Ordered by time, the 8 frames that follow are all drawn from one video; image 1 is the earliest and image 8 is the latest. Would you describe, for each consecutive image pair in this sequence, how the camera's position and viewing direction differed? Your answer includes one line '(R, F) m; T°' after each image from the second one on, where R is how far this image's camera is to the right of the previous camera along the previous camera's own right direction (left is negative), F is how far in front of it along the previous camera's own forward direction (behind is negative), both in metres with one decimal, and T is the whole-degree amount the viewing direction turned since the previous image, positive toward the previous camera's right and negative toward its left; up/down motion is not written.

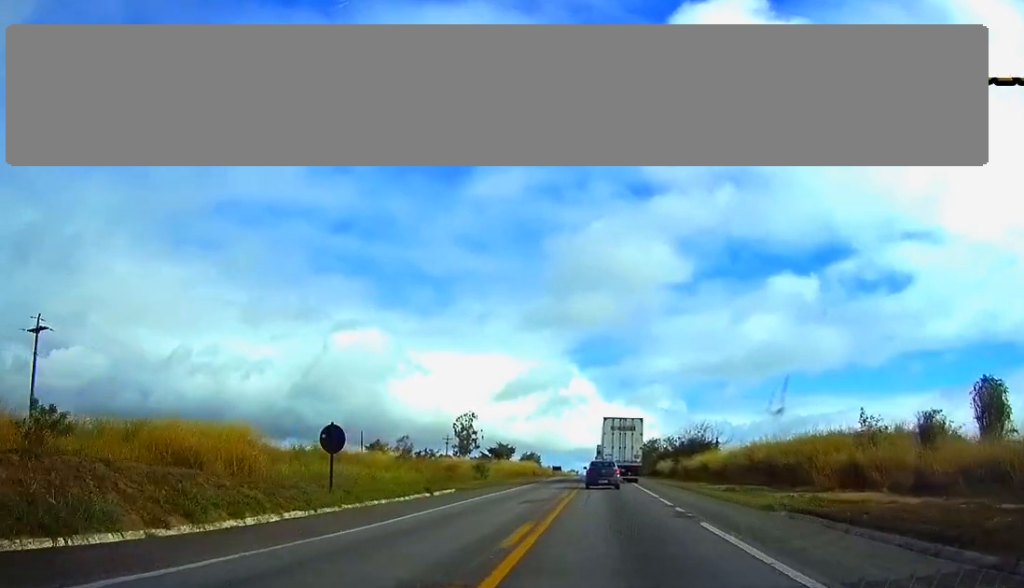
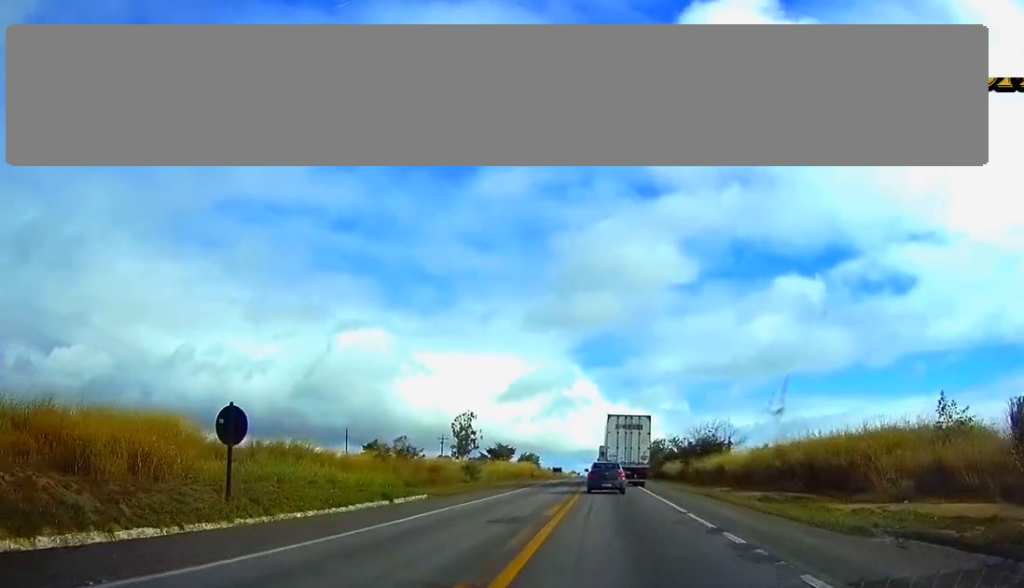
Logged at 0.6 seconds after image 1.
(0.0, +8.3) m; 0°
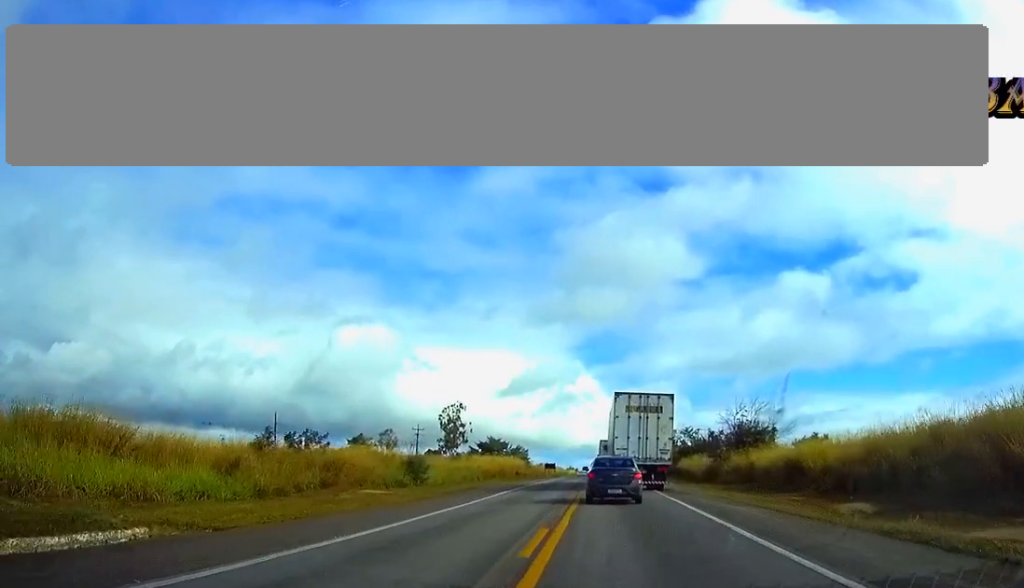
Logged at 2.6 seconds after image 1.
(0.0, +25.2) m; 0°
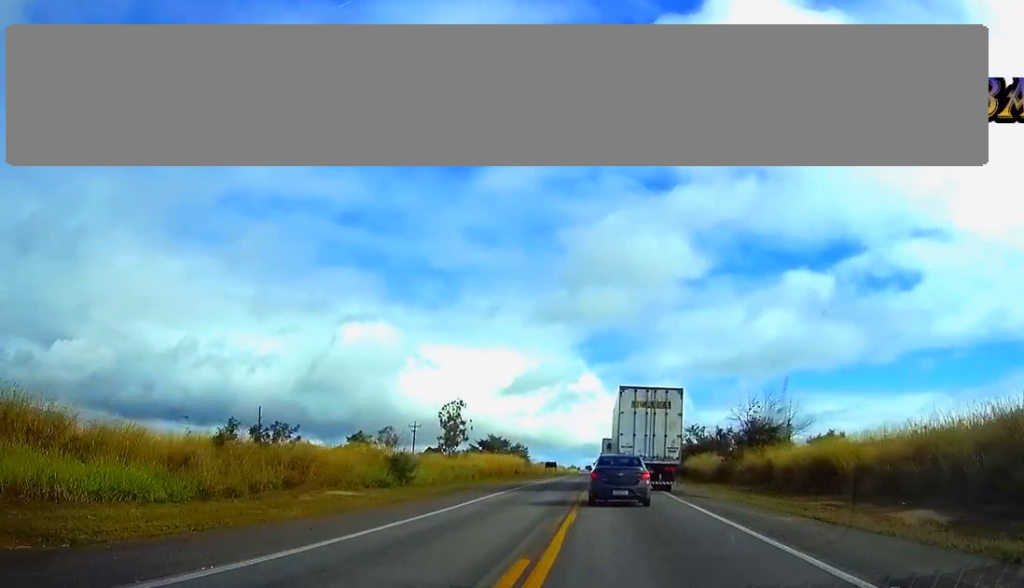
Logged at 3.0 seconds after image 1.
(0.0, +5.0) m; 0°
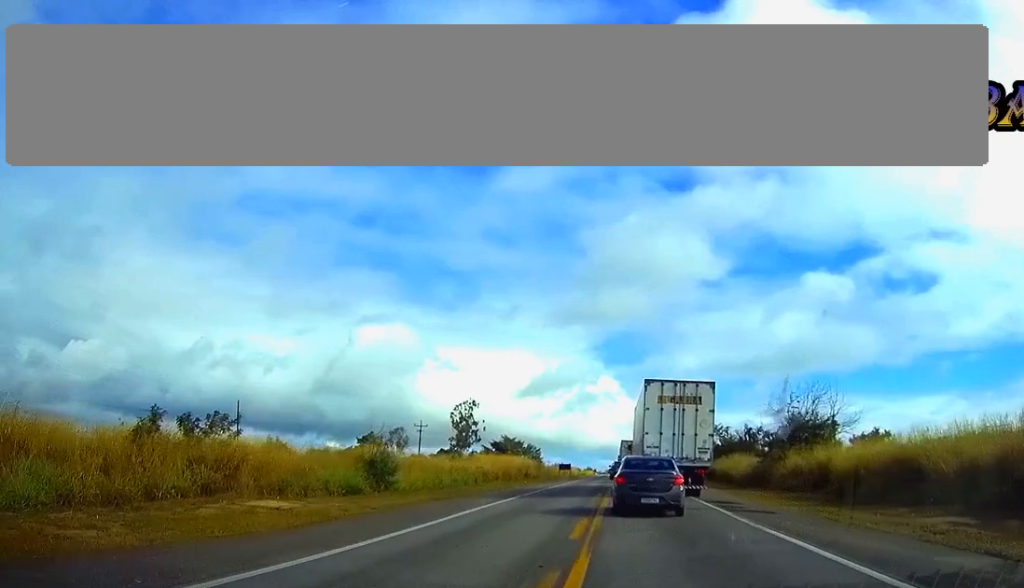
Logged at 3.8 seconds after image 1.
(0.0, +8.7) m; 0°
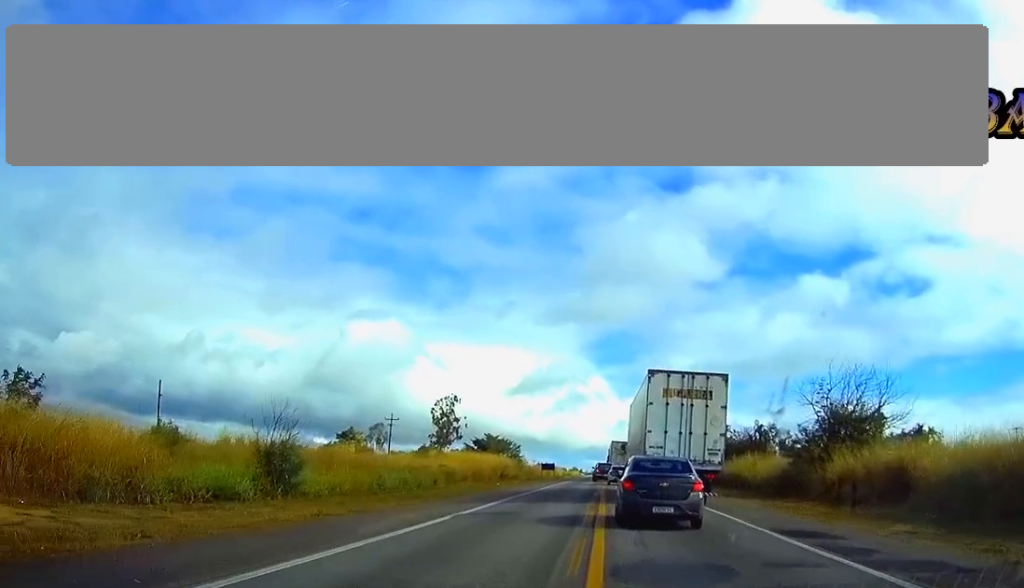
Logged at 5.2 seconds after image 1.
(0.0, +12.9) m; +1°
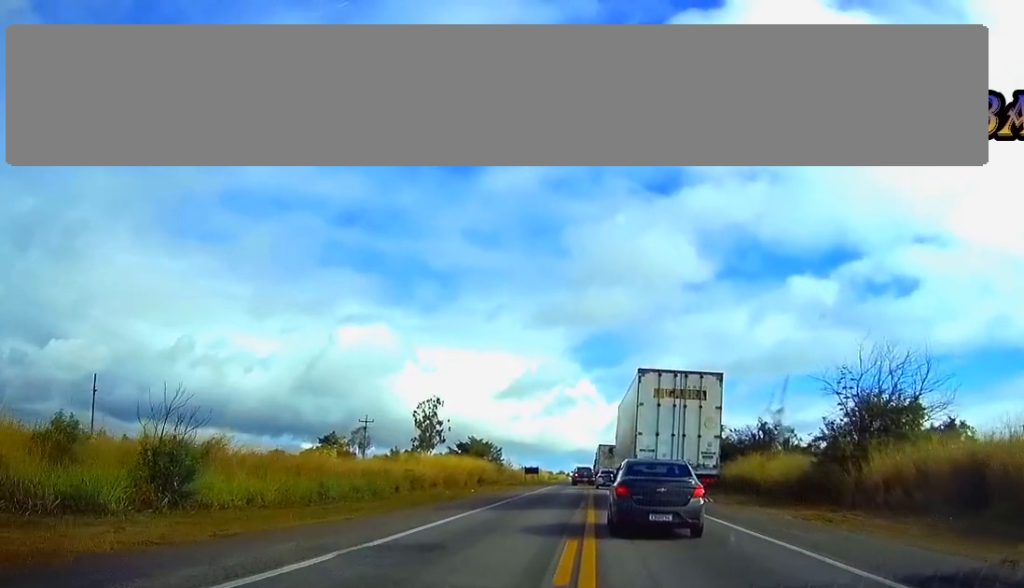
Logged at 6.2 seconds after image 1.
(+0.2, +7.7) m; +1°
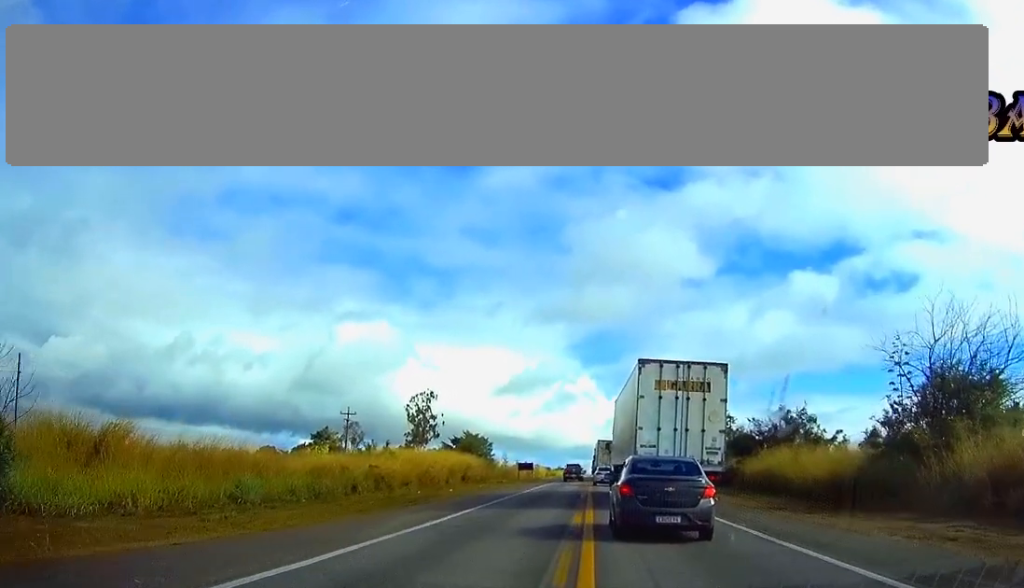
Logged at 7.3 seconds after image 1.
(-0.1, +8.8) m; -1°
